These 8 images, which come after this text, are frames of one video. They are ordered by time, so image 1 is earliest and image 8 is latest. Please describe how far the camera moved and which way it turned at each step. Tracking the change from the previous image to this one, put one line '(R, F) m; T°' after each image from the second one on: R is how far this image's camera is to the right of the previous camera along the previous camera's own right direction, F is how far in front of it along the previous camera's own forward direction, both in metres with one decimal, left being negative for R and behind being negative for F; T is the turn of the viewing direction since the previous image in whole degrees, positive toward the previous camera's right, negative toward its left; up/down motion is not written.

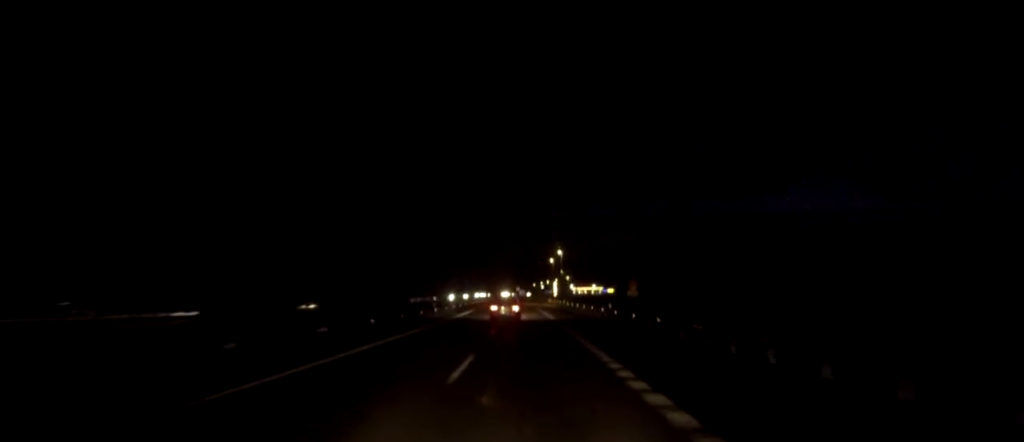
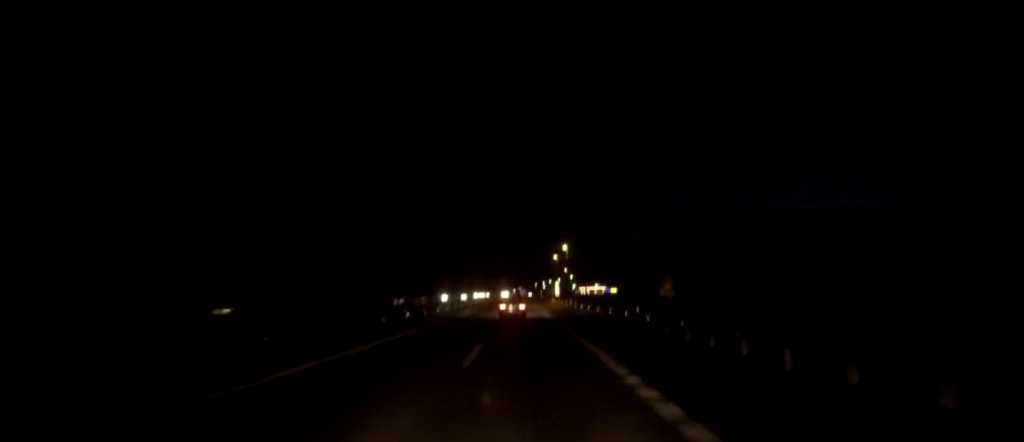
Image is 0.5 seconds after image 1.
(0.0, +13.5) m; 0°
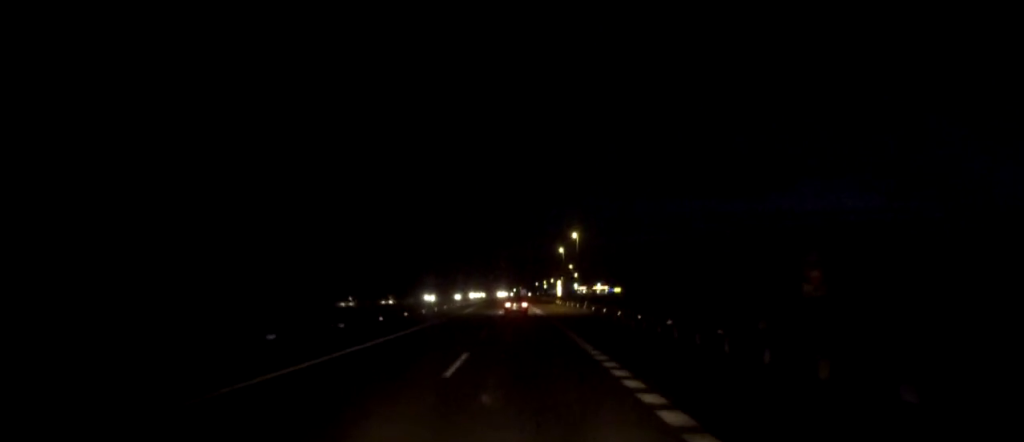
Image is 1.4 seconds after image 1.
(-0.1, +22.8) m; 0°
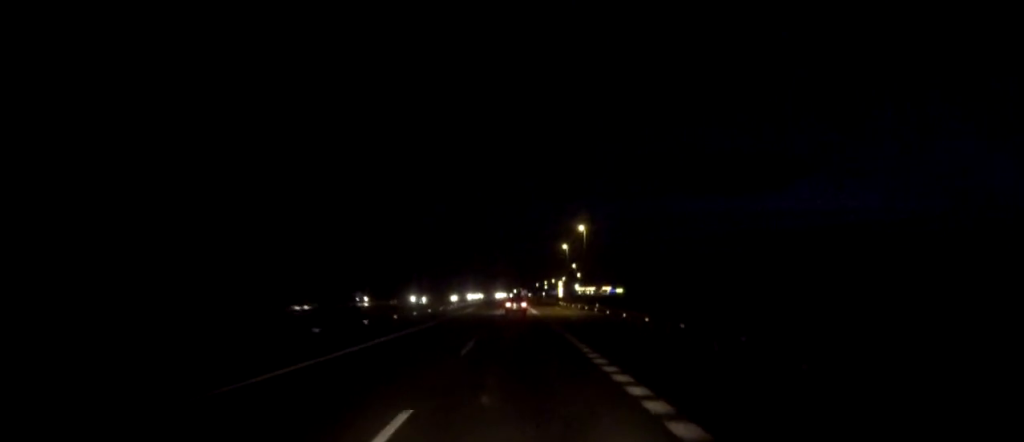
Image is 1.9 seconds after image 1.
(0.0, +11.0) m; 0°
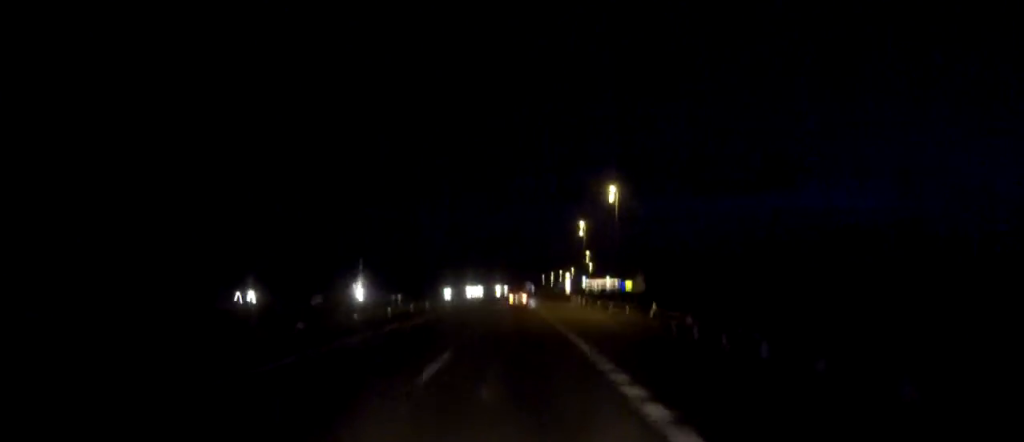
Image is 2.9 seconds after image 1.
(0.0, +25.4) m; -1°
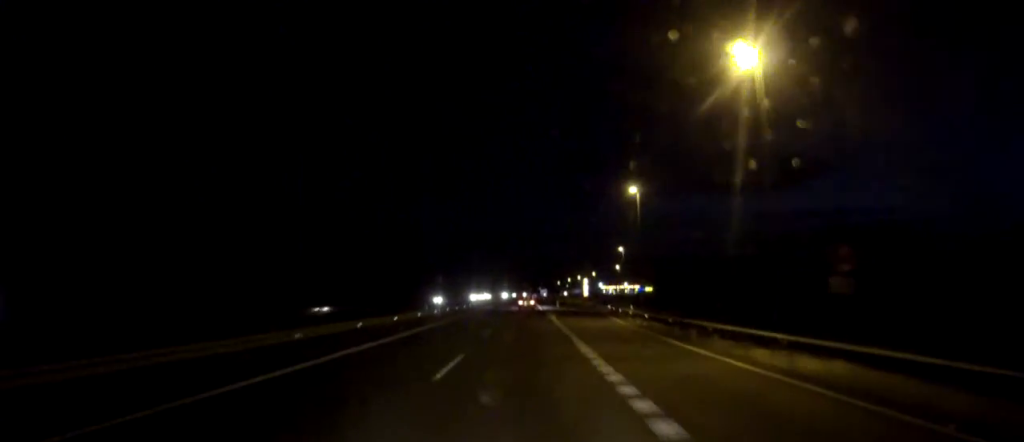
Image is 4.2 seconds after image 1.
(-0.3, +33.1) m; -1°
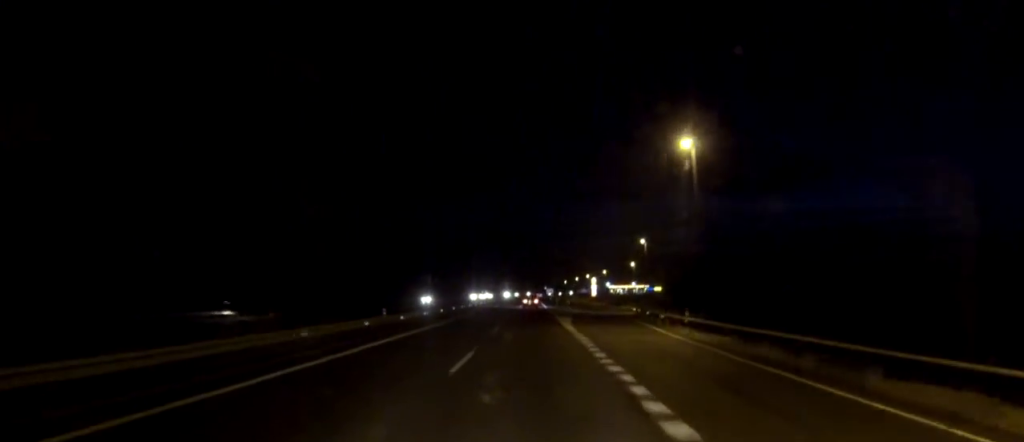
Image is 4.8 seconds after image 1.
(0.0, +16.1) m; 0°
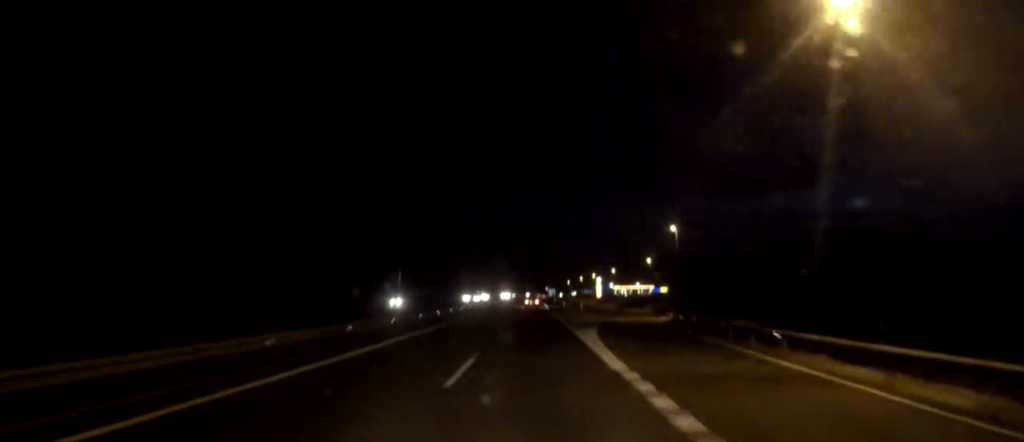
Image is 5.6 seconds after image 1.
(0.0, +19.6) m; 0°
